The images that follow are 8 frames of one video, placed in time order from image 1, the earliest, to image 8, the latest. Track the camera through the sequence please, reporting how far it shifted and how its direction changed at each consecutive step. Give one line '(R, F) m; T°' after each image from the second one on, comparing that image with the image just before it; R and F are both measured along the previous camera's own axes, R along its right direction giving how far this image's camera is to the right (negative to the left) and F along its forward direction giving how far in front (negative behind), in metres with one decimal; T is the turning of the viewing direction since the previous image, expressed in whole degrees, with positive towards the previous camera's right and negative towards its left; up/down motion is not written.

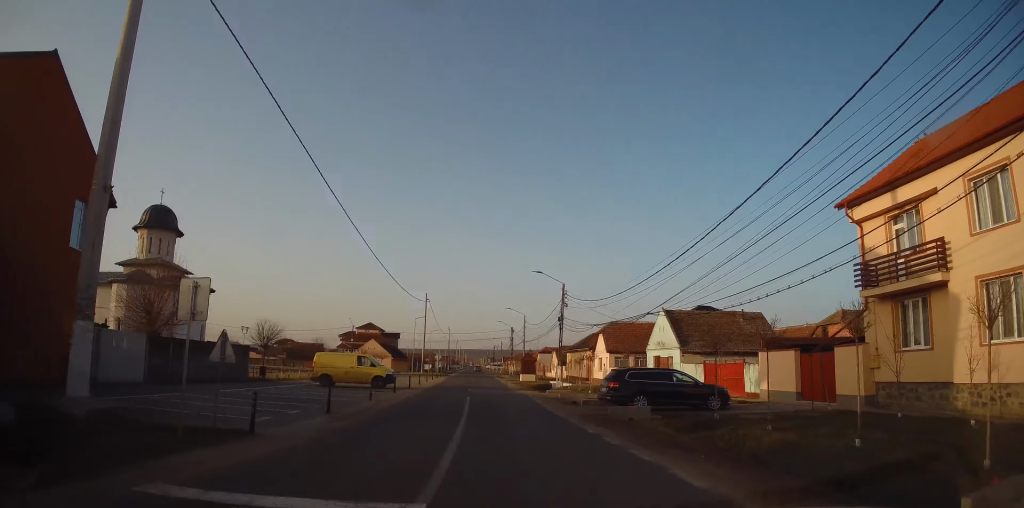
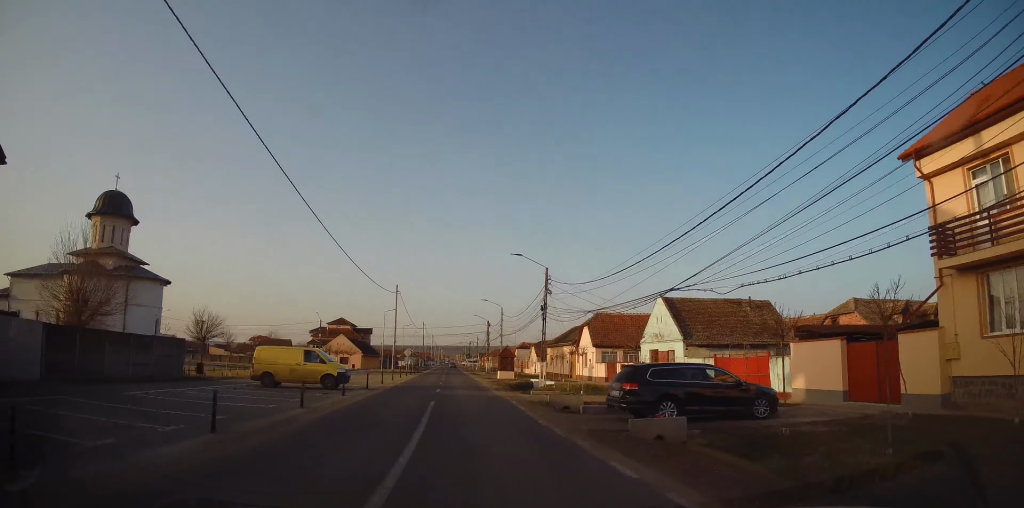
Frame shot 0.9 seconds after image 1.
(+0.2, +3.9) m; +5°
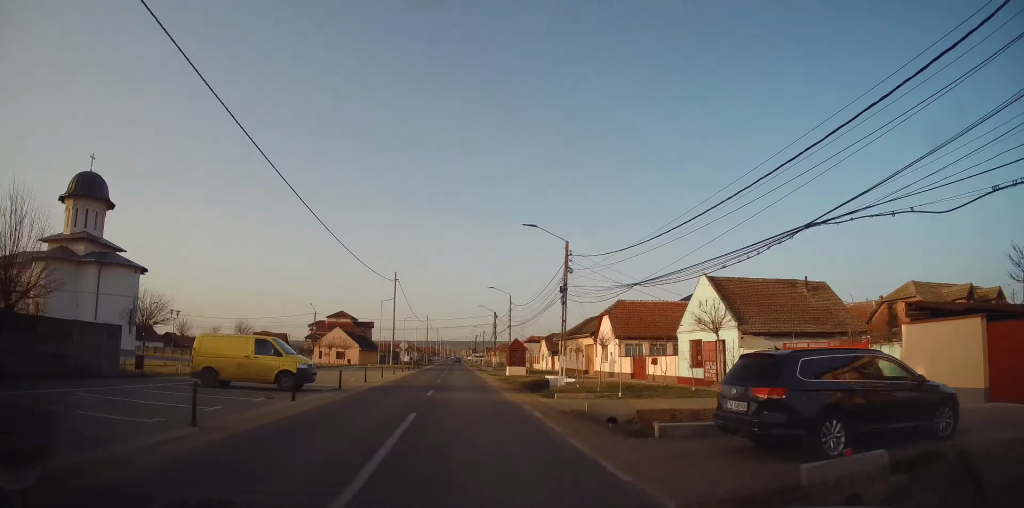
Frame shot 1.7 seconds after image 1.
(+0.1, +4.9) m; +2°
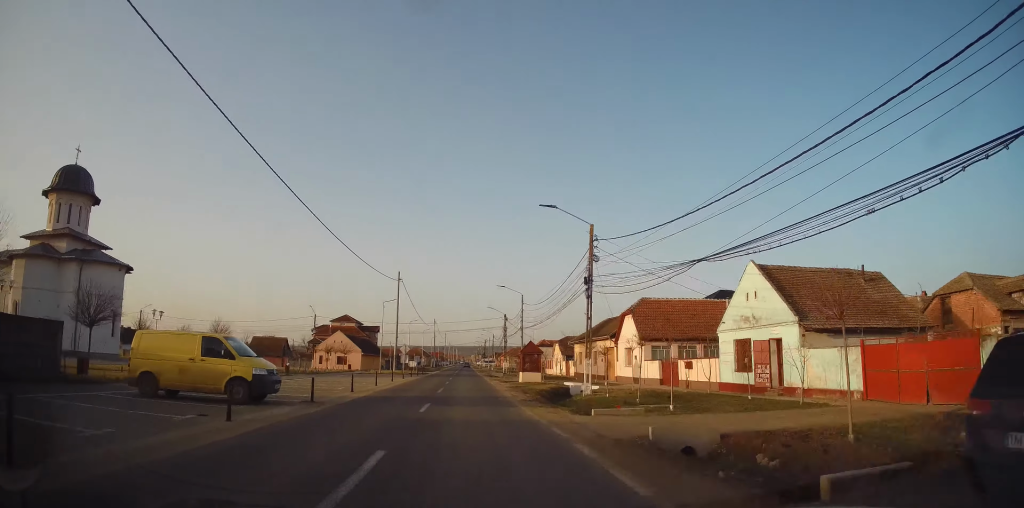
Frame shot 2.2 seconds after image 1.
(+0.1, +3.8) m; 0°
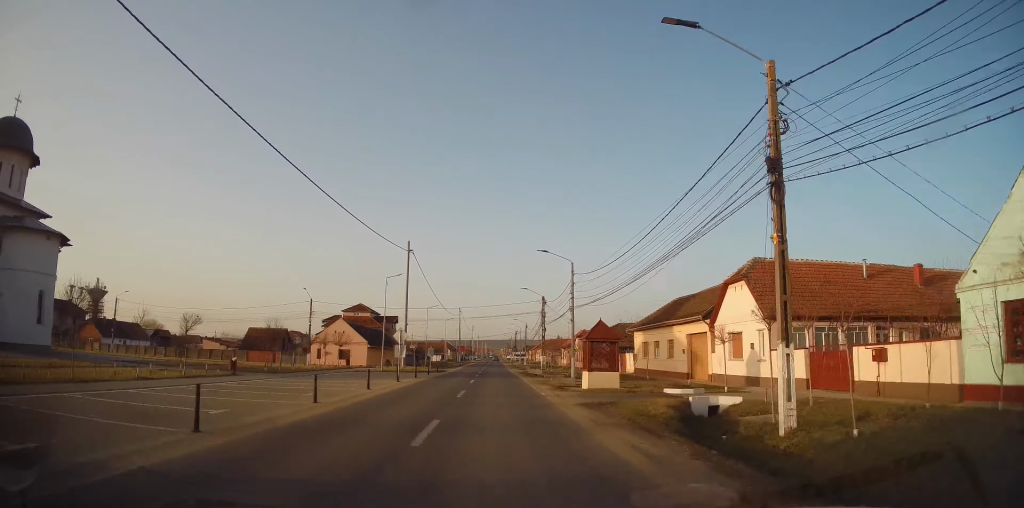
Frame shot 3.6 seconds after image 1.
(-0.2, +12.2) m; -1°
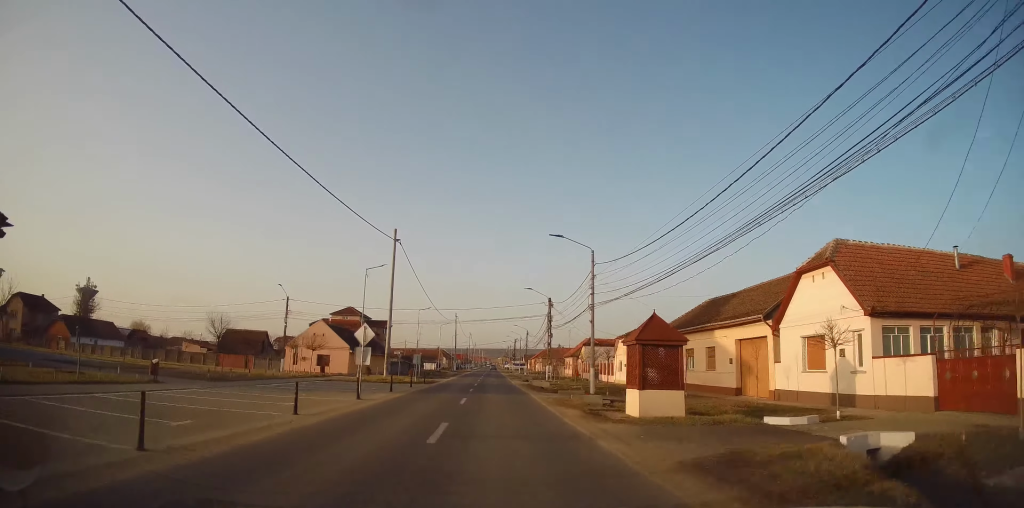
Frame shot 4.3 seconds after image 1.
(0.0, +7.4) m; 0°
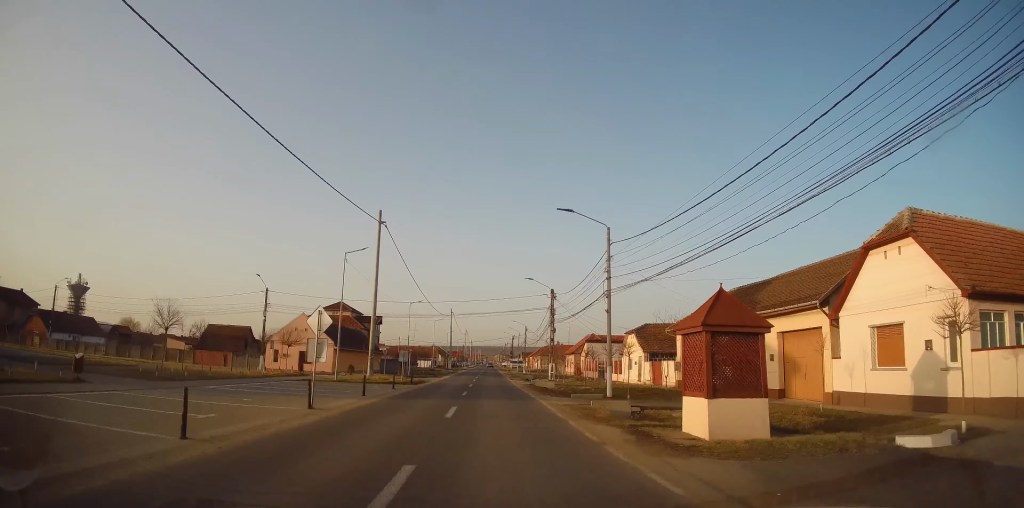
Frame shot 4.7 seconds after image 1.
(0.0, +4.7) m; 0°
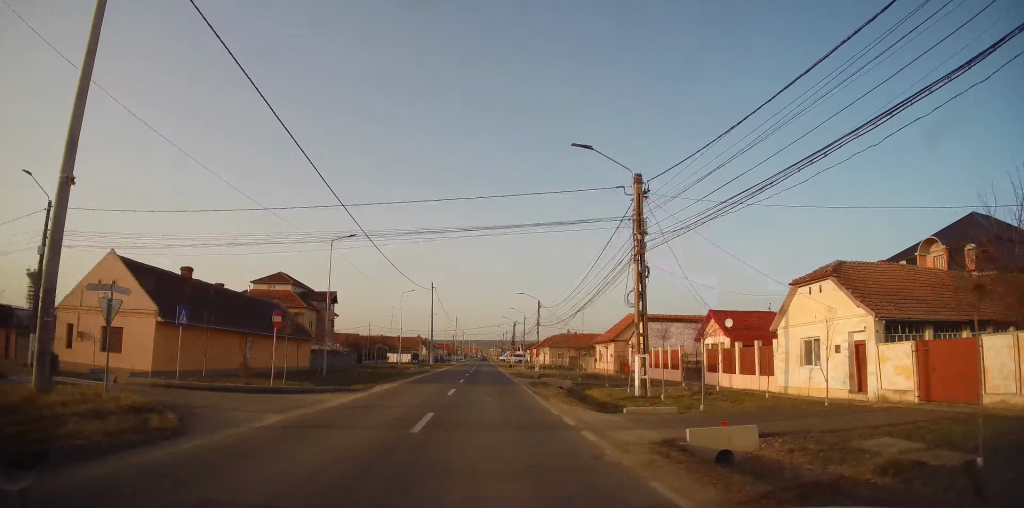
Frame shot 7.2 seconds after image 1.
(-0.4, +29.3) m; 0°
